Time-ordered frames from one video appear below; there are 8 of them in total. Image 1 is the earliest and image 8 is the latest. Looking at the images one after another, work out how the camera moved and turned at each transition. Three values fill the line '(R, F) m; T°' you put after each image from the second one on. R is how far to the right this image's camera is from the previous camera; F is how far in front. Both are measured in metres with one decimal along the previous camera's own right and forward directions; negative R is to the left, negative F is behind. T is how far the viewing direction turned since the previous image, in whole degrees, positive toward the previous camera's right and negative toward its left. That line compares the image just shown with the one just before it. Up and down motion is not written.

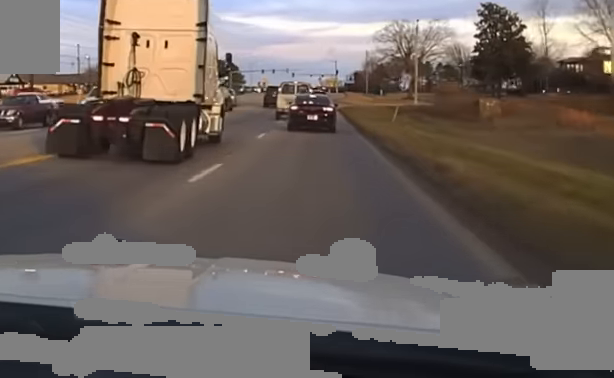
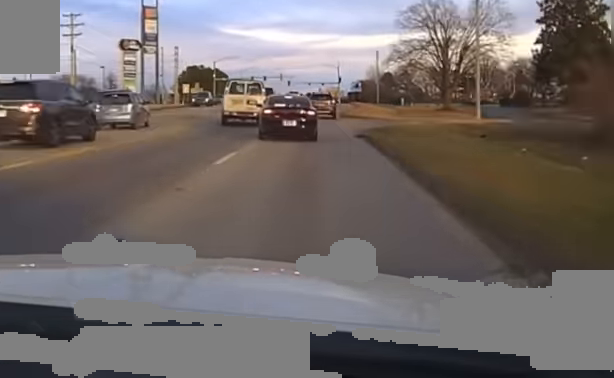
(0.0, +35.3) m; -1°
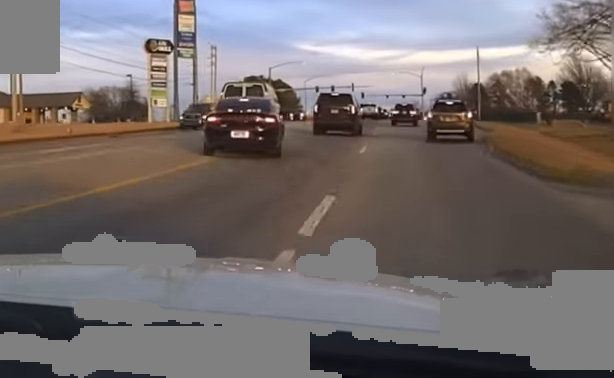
(-0.8, +35.8) m; -3°
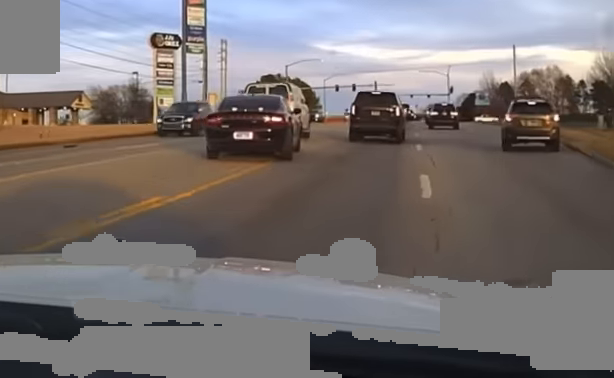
(-0.1, +10.7) m; -1°
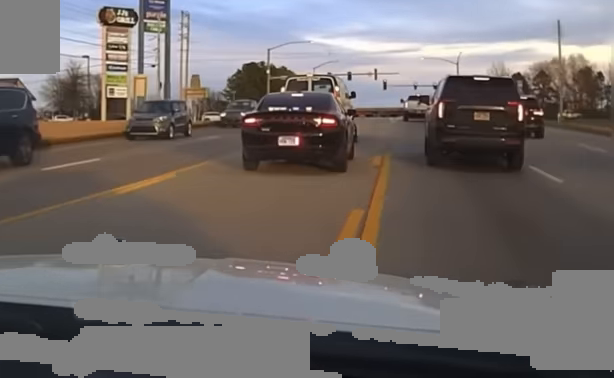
(0.0, +24.8) m; 0°
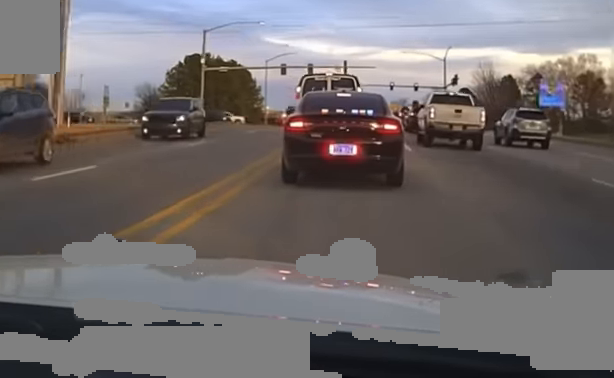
(-0.1, +29.1) m; 0°
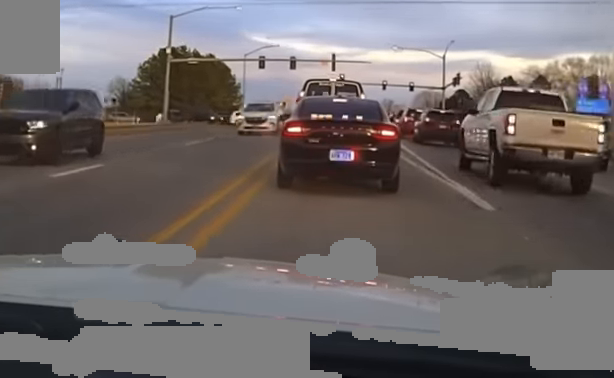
(-0.2, +14.0) m; +1°
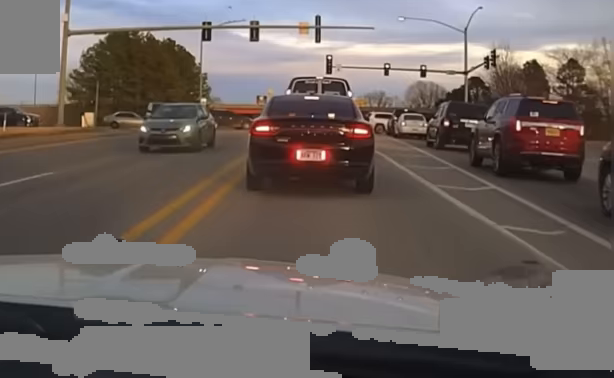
(+1.2, +29.5) m; +2°
